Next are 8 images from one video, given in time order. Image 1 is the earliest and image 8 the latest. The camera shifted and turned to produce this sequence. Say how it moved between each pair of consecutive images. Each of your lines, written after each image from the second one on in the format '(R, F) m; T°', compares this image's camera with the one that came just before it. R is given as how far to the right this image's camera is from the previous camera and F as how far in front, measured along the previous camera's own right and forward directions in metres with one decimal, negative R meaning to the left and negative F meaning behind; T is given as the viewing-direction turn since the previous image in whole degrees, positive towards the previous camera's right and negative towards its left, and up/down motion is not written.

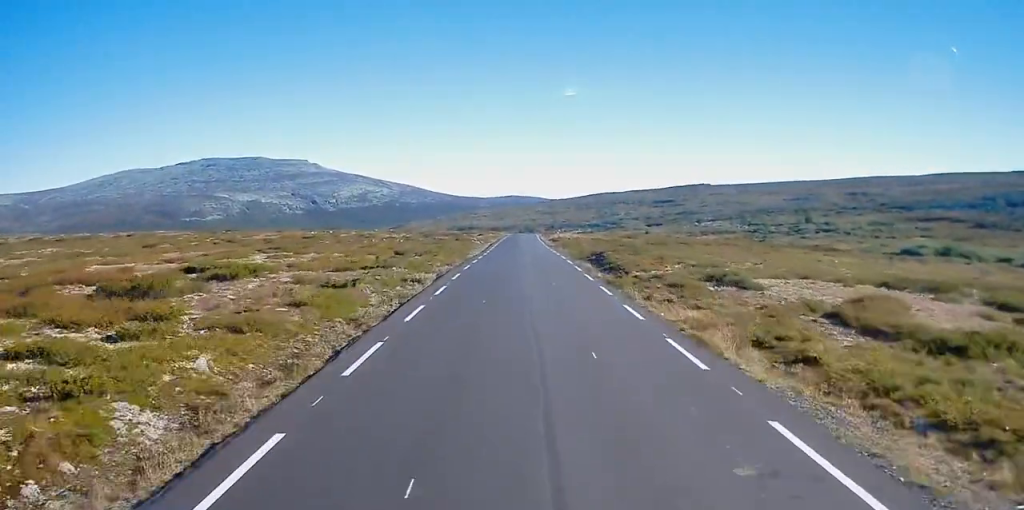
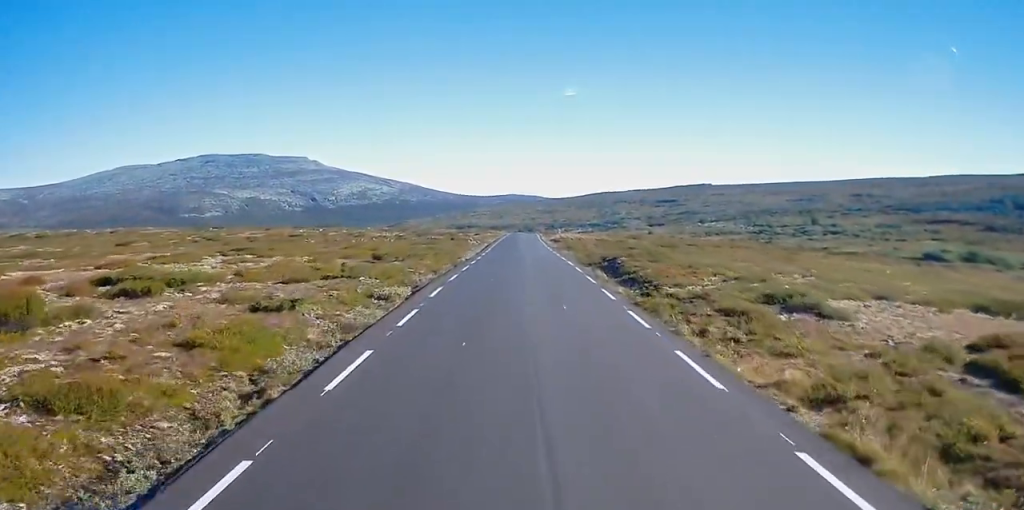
(-0.1, +6.9) m; 0°
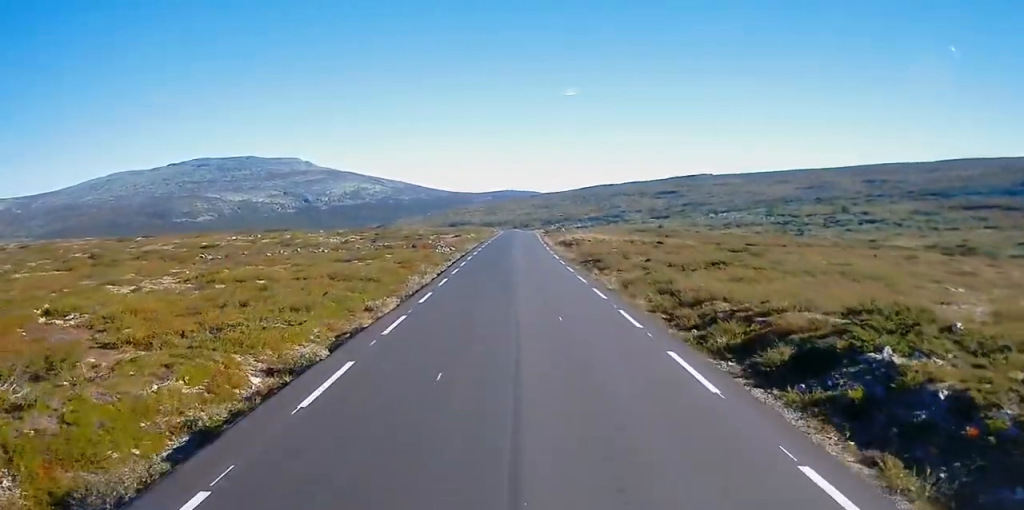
(+0.5, +30.8) m; +1°
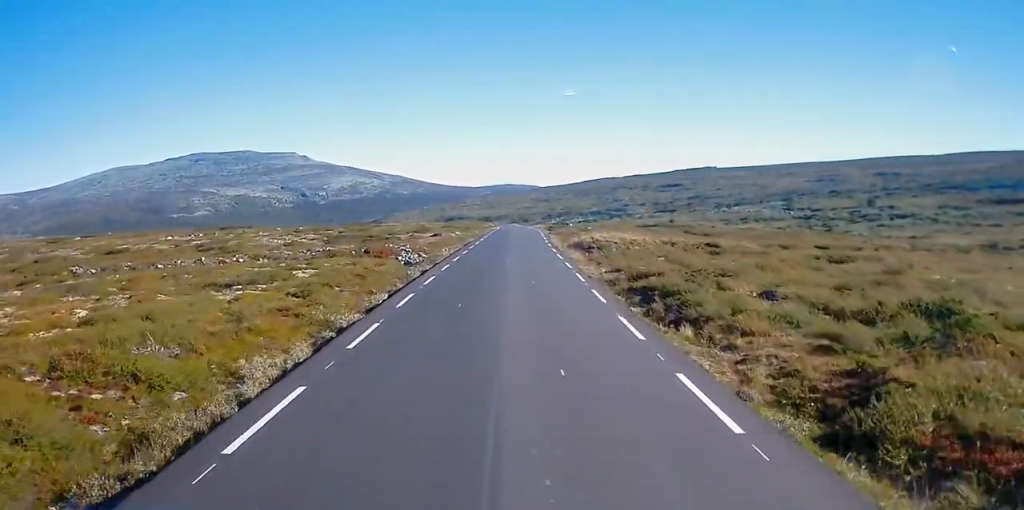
(+0.2, +20.3) m; 0°
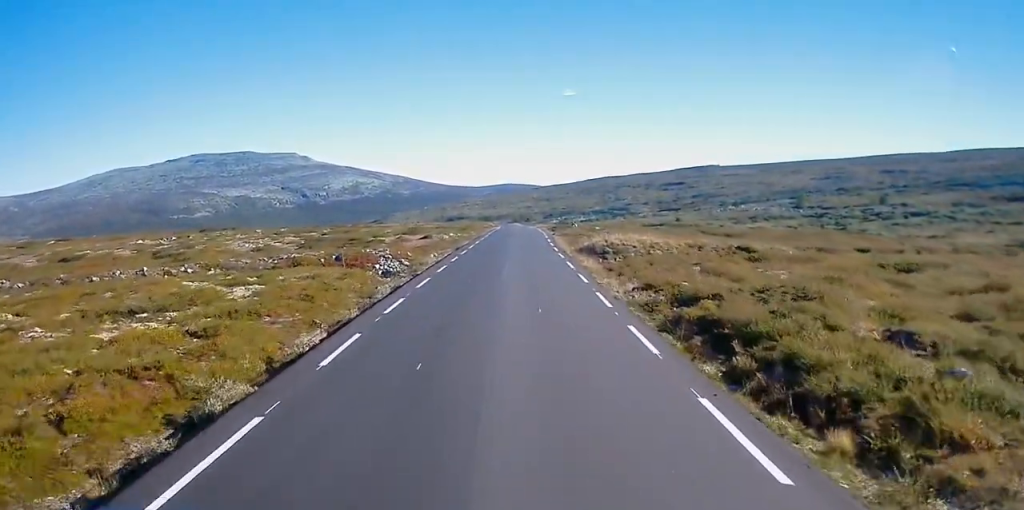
(-0.1, +7.6) m; 0°
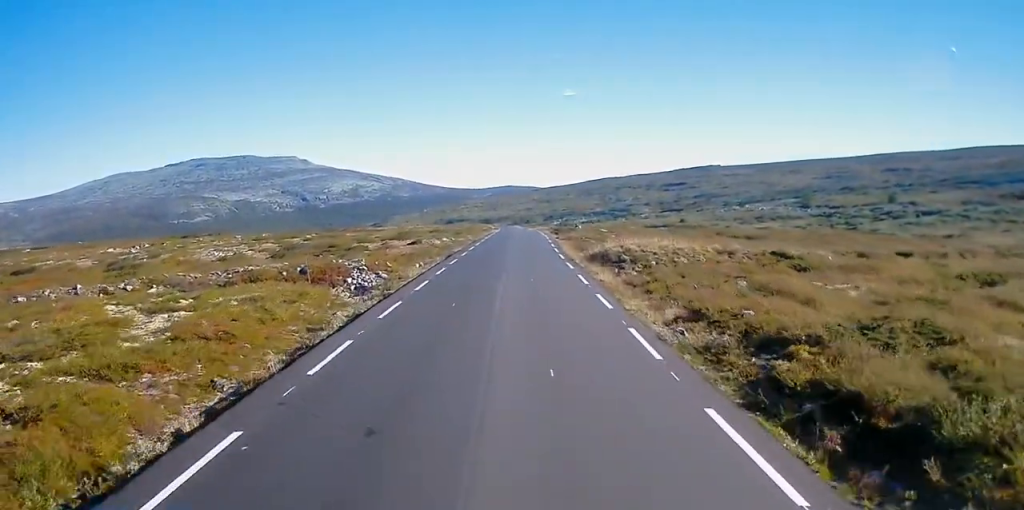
(0.0, +6.5) m; 0°
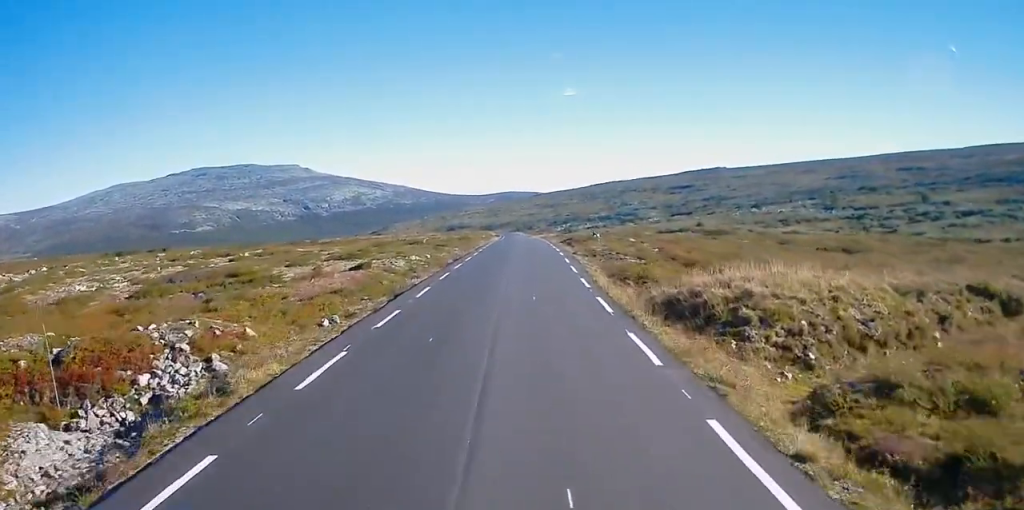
(+0.1, +18.5) m; +1°
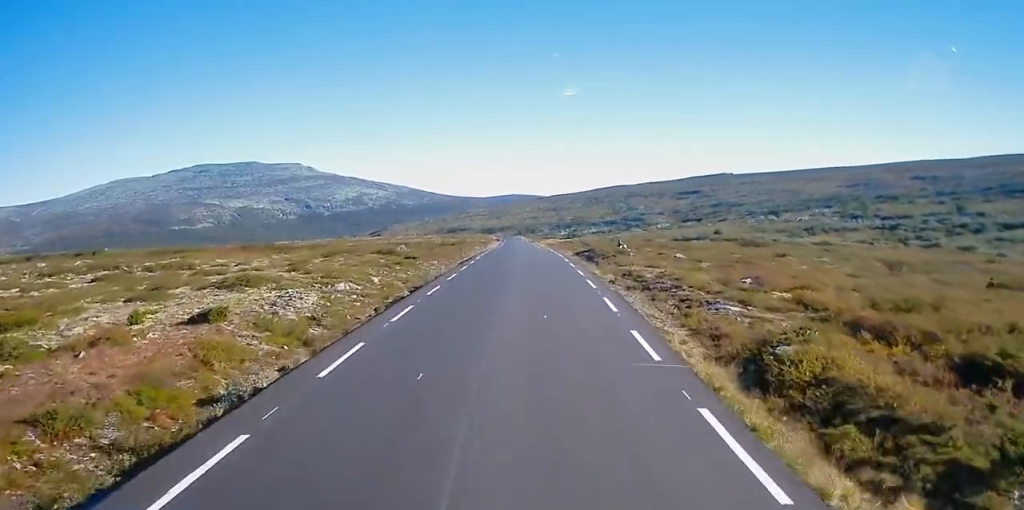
(+0.2, +17.2) m; -1°
